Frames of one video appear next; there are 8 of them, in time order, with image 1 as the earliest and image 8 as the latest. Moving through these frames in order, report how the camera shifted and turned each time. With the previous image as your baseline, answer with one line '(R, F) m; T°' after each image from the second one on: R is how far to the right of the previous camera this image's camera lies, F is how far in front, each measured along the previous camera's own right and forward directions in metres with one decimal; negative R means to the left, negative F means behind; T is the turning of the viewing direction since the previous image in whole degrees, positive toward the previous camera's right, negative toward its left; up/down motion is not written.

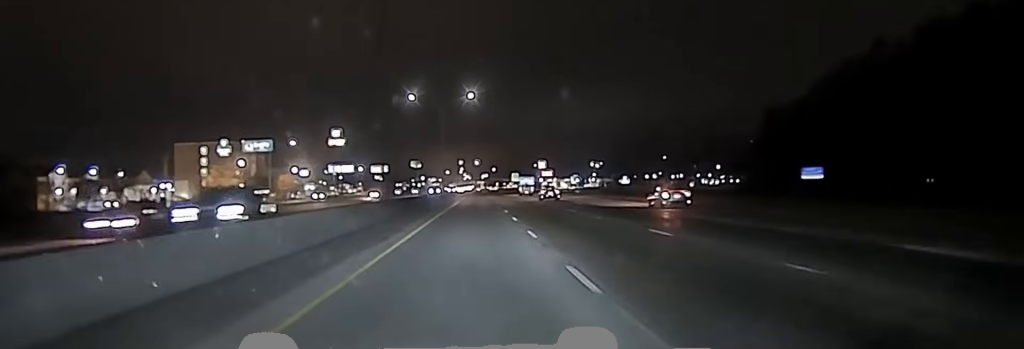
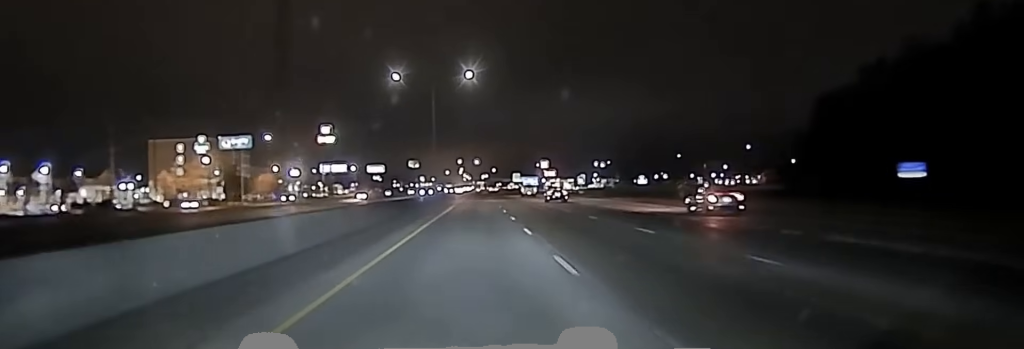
(-0.2, +22.2) m; 0°
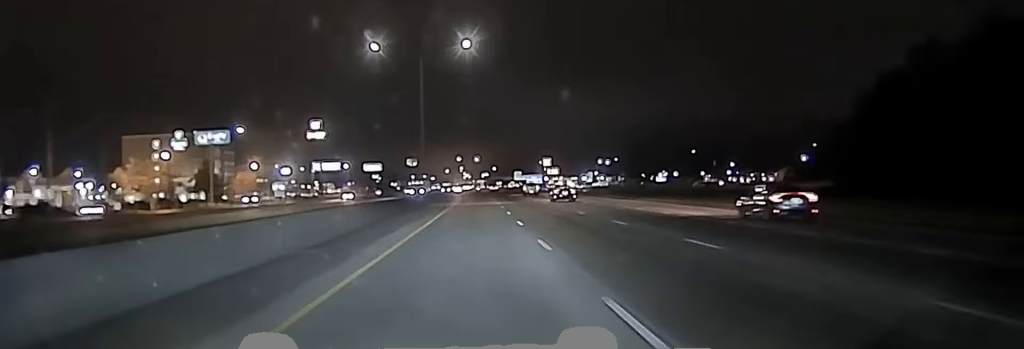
(+0.1, +20.1) m; 0°
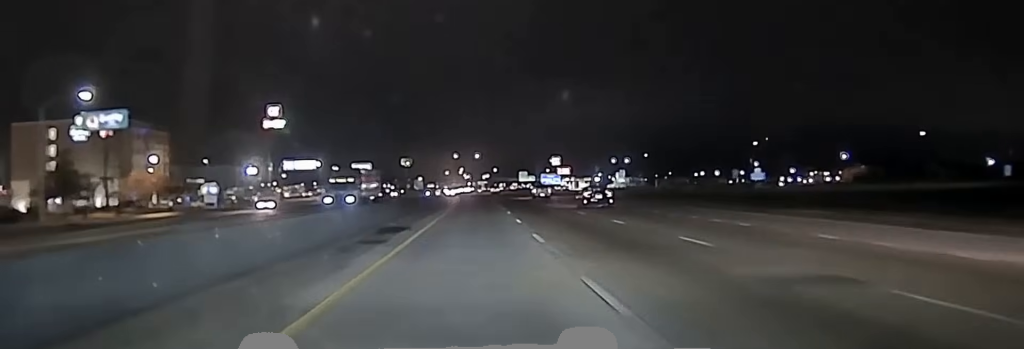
(-0.2, +58.3) m; 0°
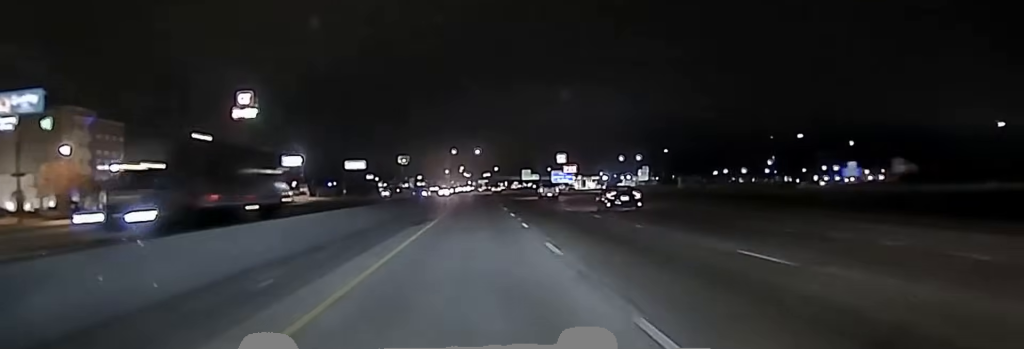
(+0.2, +29.2) m; 0°
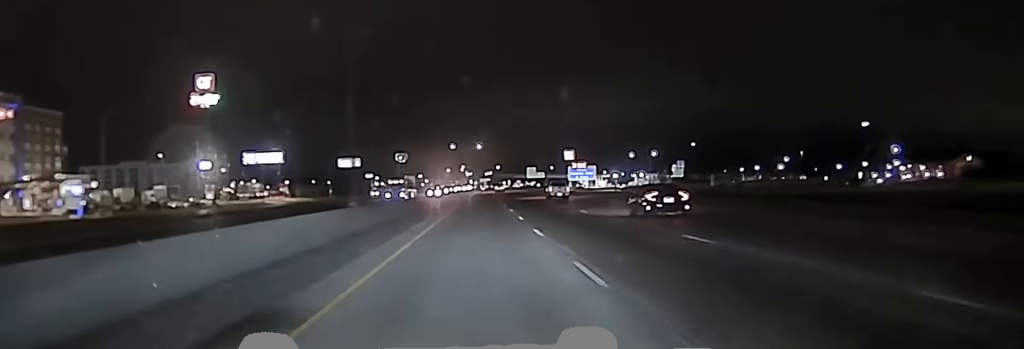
(+0.1, +31.3) m; 0°
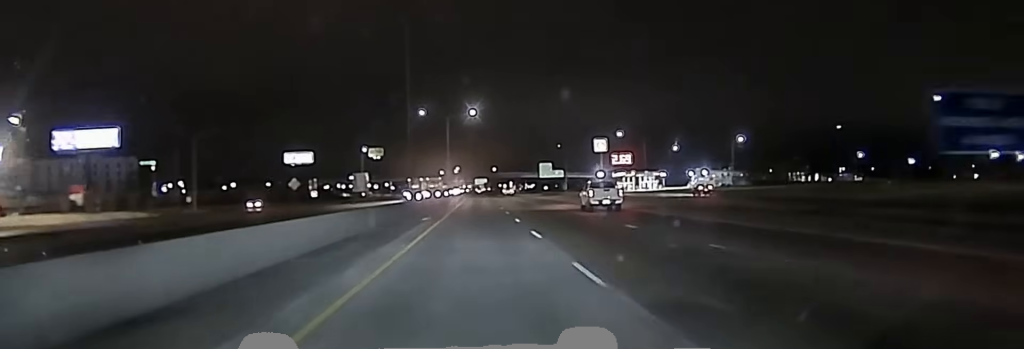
(-0.4, +124.5) m; 0°
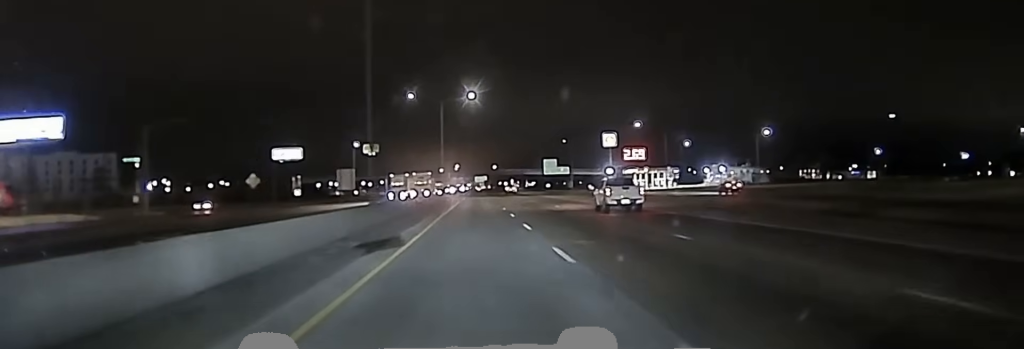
(+0.1, +21.5) m; 0°
